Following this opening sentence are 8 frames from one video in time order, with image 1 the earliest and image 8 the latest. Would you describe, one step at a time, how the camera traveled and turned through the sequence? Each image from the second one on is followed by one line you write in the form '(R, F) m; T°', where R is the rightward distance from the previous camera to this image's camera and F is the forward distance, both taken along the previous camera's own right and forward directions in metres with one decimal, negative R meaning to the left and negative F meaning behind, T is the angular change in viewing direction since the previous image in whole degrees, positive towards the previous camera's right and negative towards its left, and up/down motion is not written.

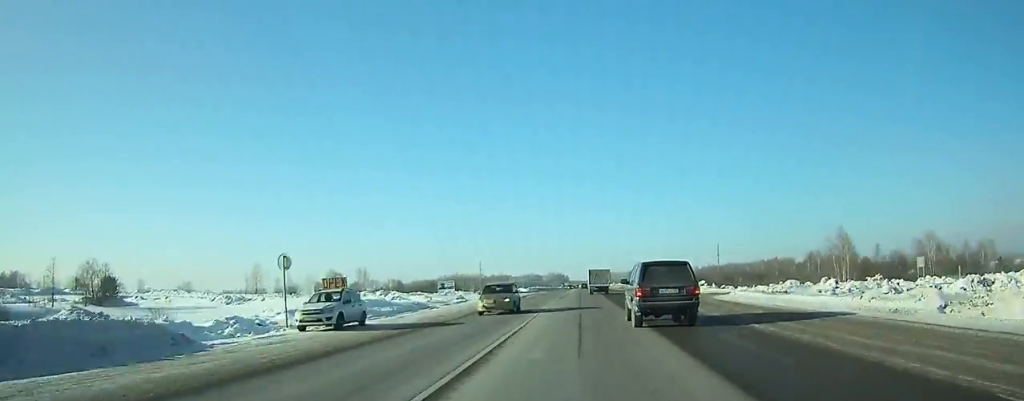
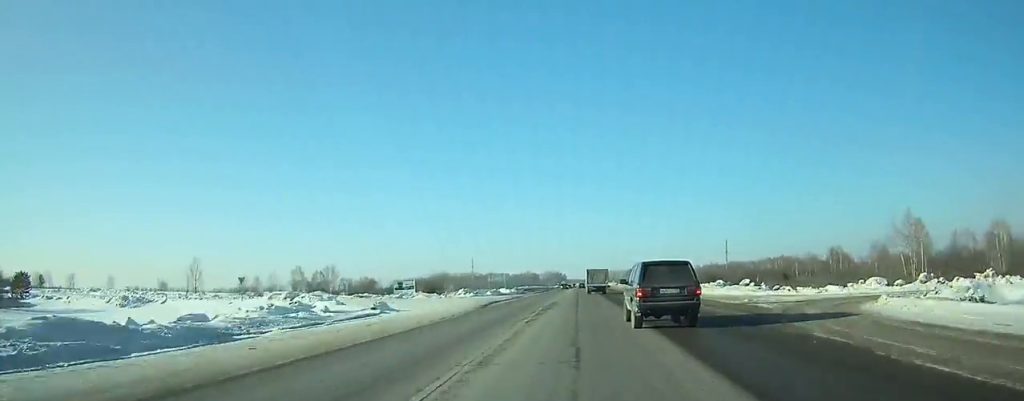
(+0.1, +25.4) m; 0°
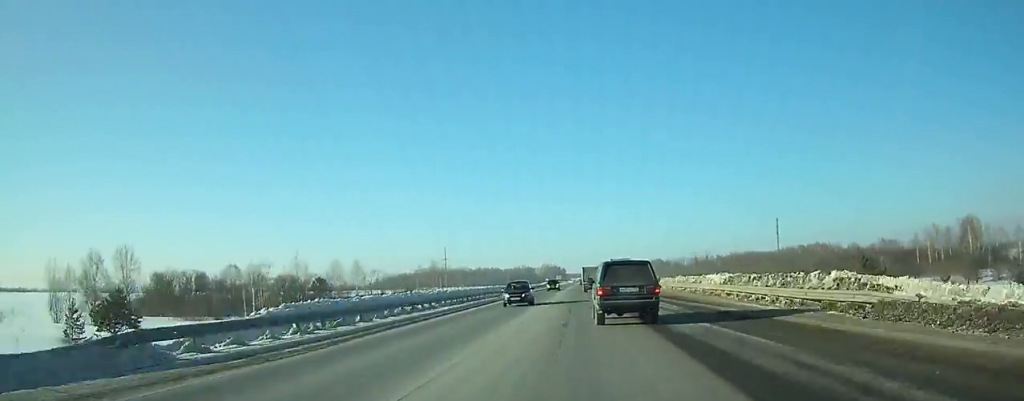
(0.0, +85.6) m; 0°
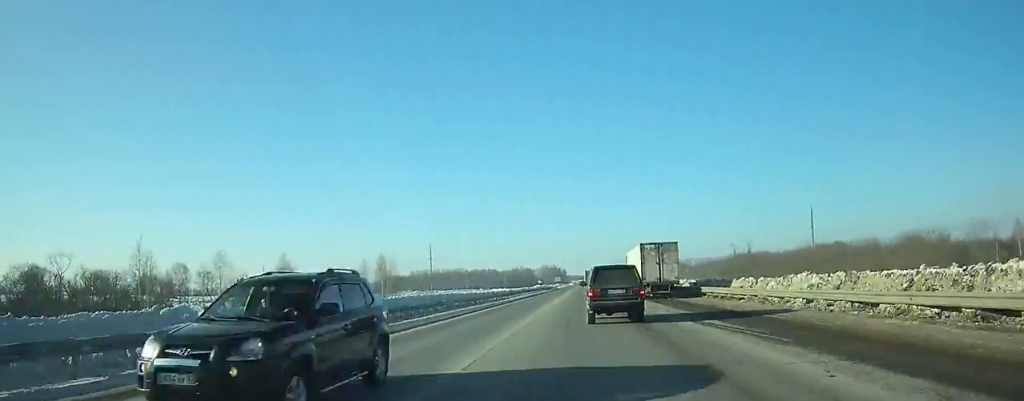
(0.0, +36.7) m; 0°
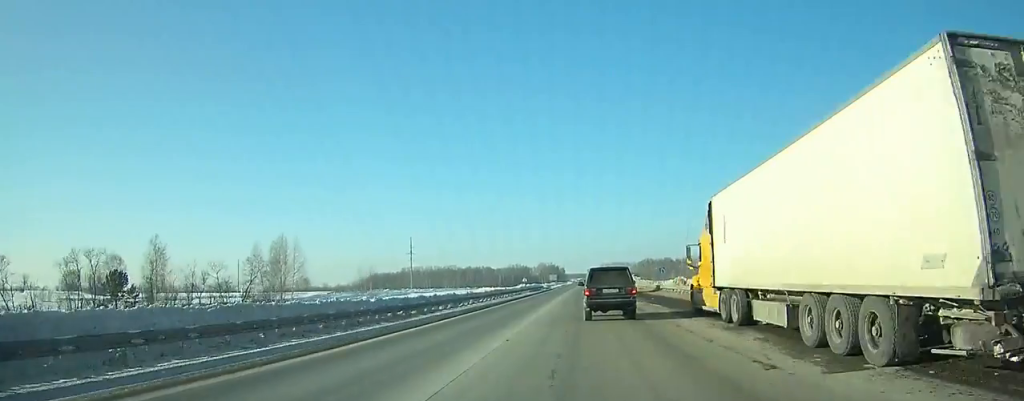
(0.0, +35.1) m; 0°
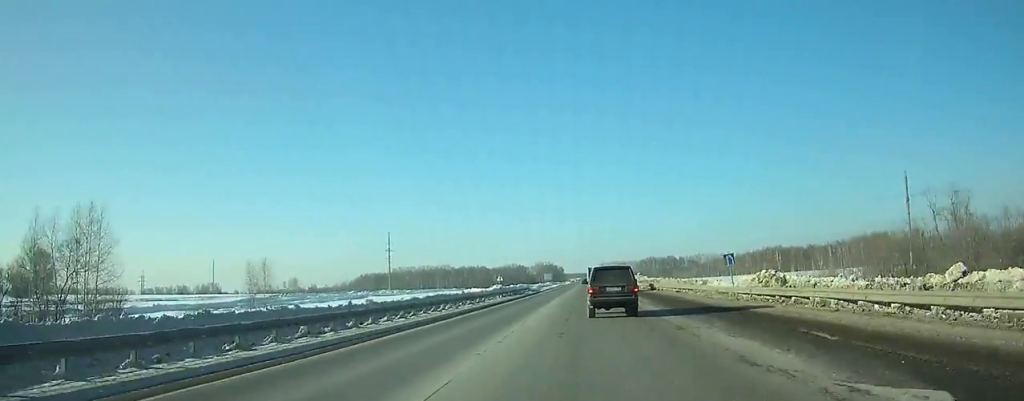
(0.0, +29.1) m; 0°
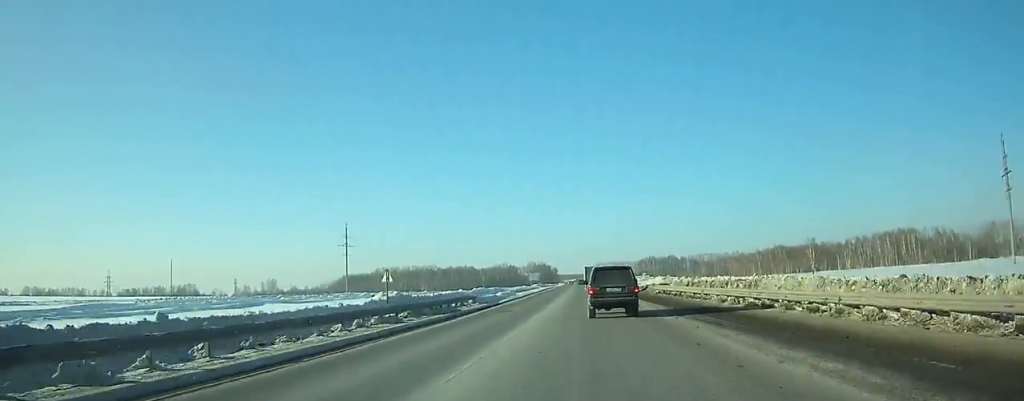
(0.0, +39.9) m; 0°
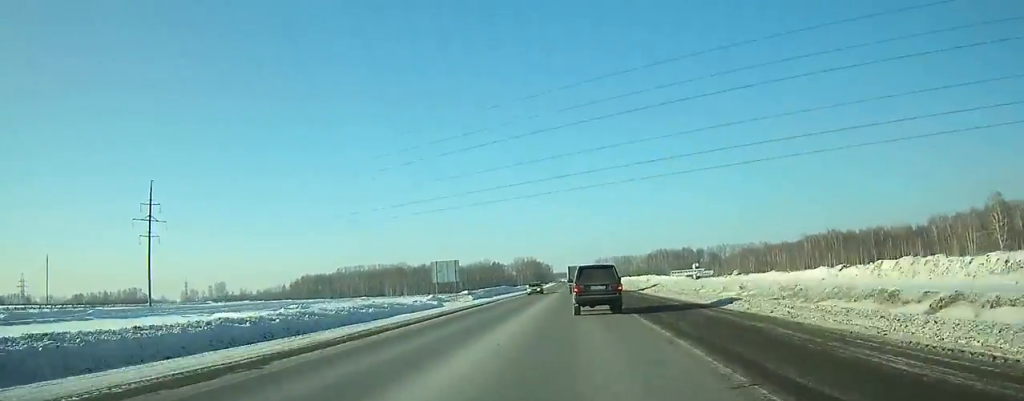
(+0.1, +97.5) m; 0°
